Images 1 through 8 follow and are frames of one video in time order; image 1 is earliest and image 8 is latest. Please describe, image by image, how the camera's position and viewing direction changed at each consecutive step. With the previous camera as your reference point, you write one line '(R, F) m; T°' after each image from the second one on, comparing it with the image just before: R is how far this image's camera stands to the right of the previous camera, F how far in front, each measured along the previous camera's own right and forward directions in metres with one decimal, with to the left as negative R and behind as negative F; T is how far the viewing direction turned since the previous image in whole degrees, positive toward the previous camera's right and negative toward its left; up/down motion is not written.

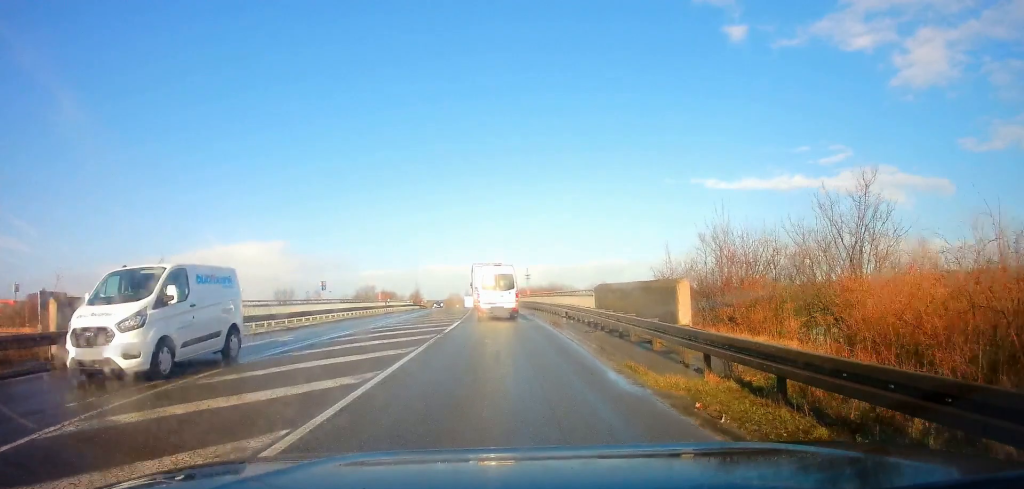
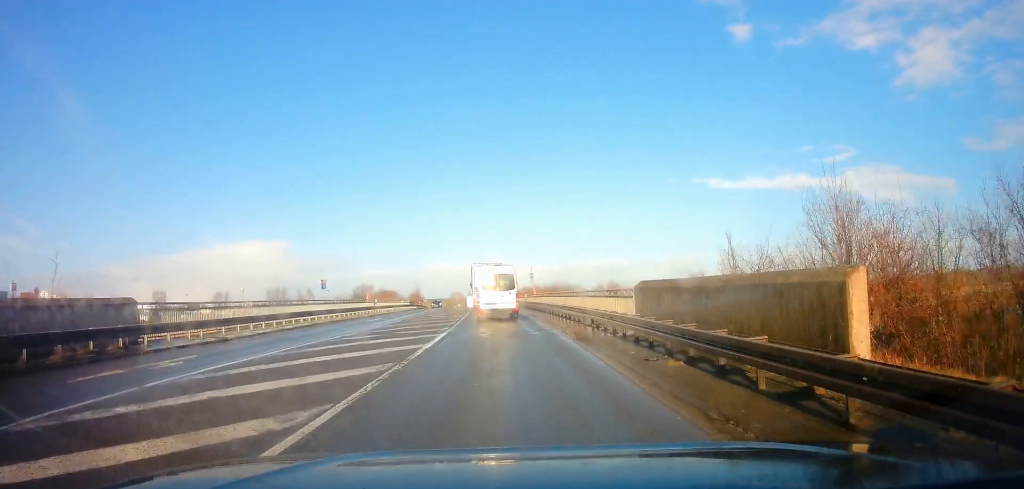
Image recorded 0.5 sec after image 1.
(+0.1, +6.8) m; 0°
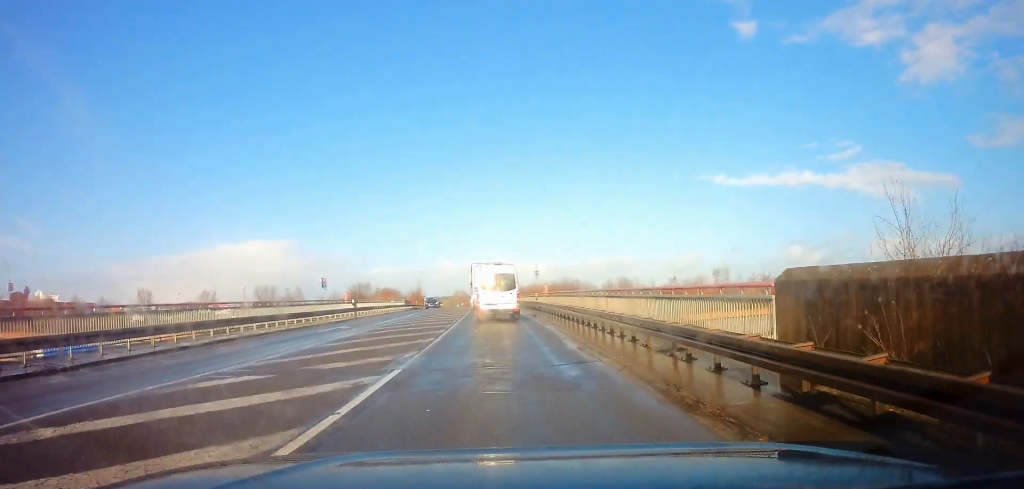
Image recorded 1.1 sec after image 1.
(+0.3, +9.0) m; -1°
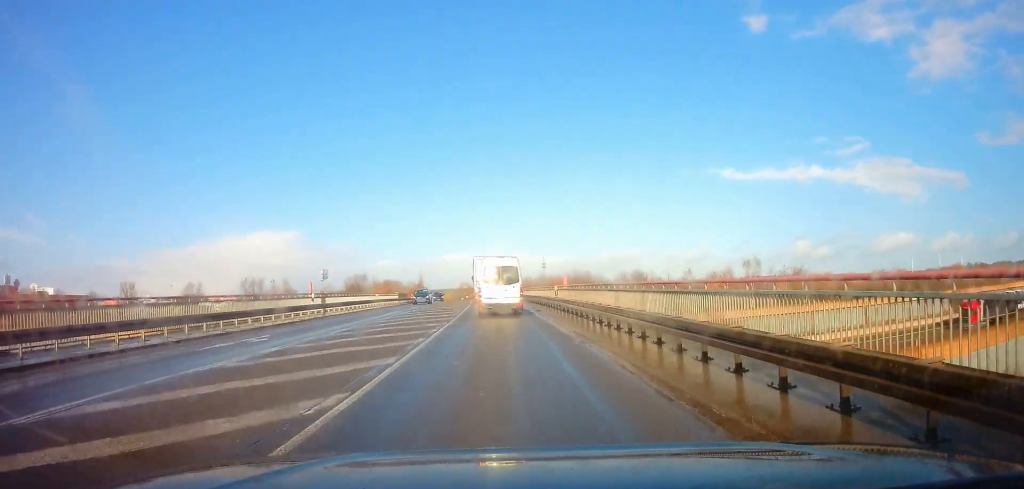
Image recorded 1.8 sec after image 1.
(-0.4, +10.0) m; -1°
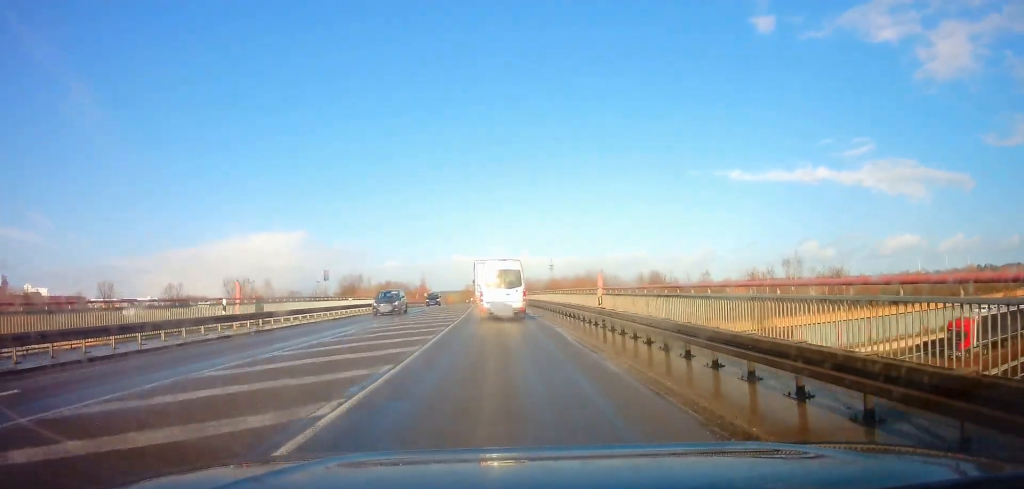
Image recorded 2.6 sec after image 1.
(-0.1, +10.8) m; 0°
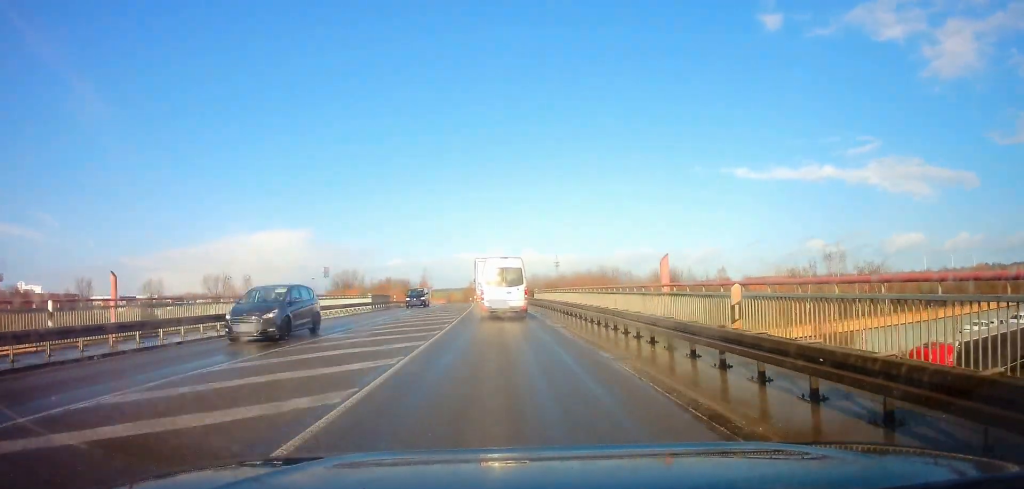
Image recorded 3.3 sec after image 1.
(+0.1, +9.4) m; 0°
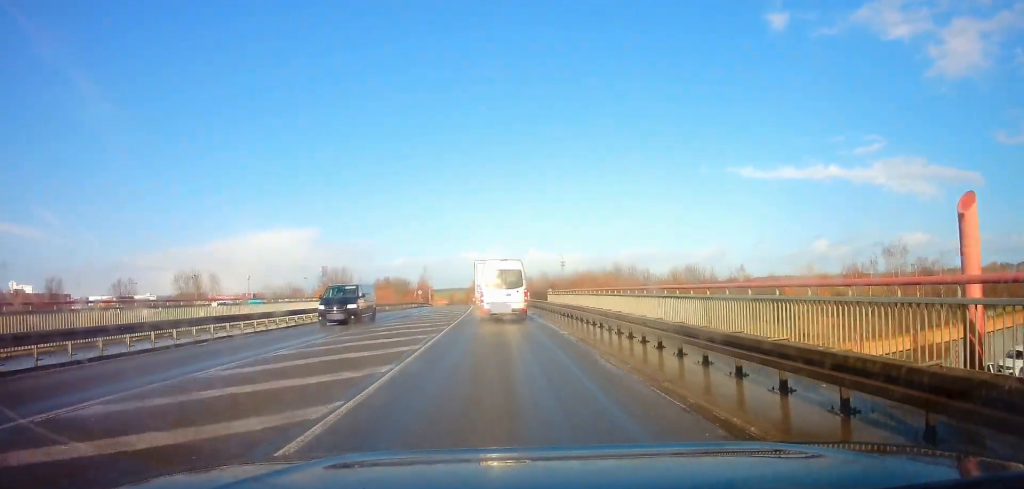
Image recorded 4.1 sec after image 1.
(0.0, +11.2) m; -1°
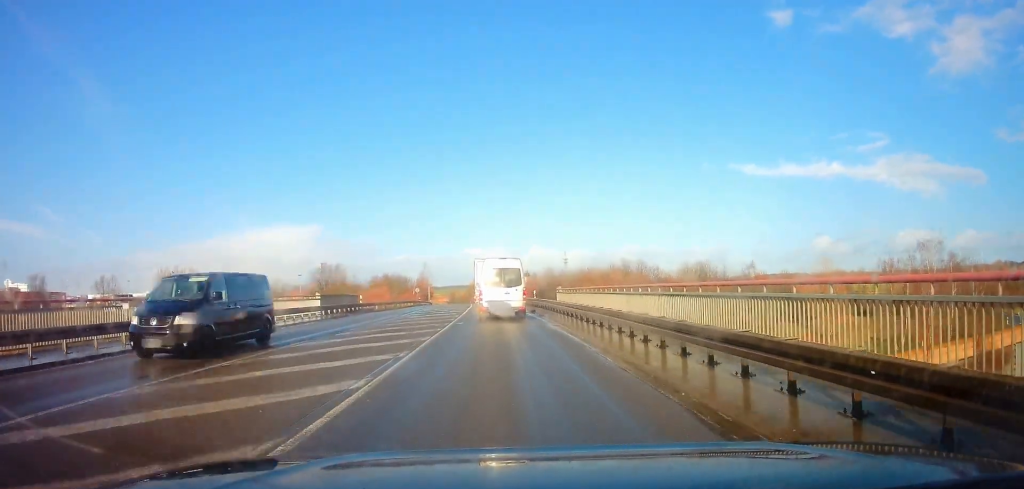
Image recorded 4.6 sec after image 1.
(-0.1, +5.6) m; 0°
